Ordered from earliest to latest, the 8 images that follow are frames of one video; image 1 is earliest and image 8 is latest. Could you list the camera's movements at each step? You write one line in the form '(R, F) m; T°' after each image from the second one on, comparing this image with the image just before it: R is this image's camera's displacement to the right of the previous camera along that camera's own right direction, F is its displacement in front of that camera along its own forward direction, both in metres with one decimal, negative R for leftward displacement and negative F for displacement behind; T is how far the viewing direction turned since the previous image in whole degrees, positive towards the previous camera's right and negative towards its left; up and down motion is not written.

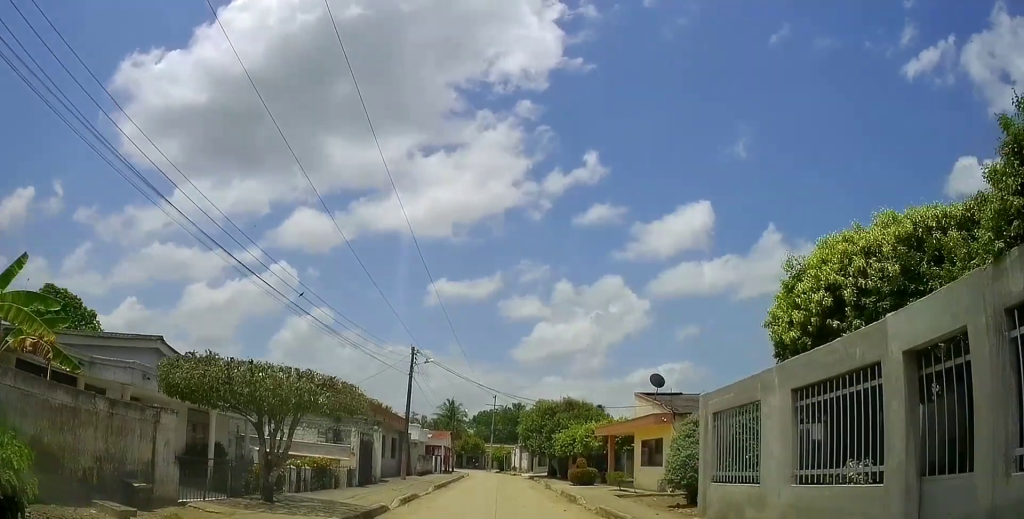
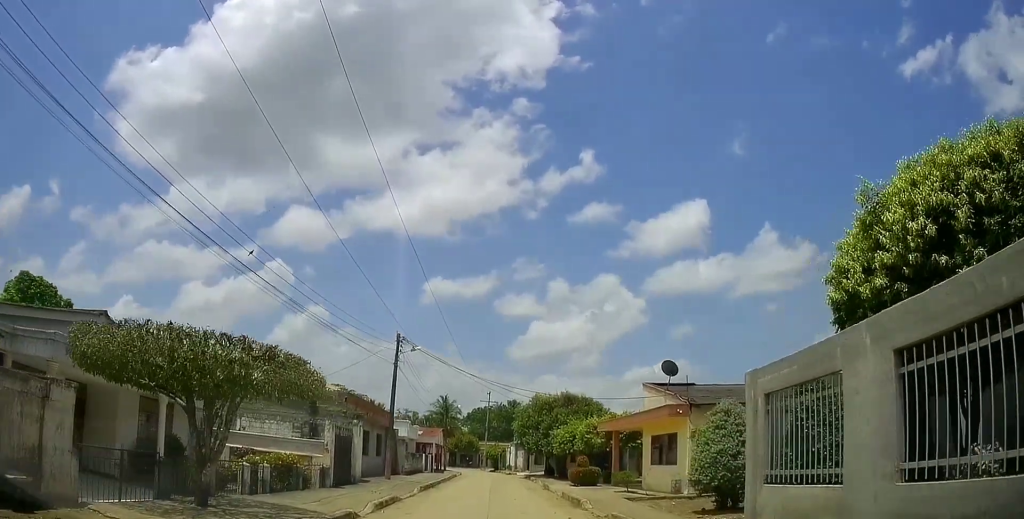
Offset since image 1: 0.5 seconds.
(0.0, +2.6) m; -3°
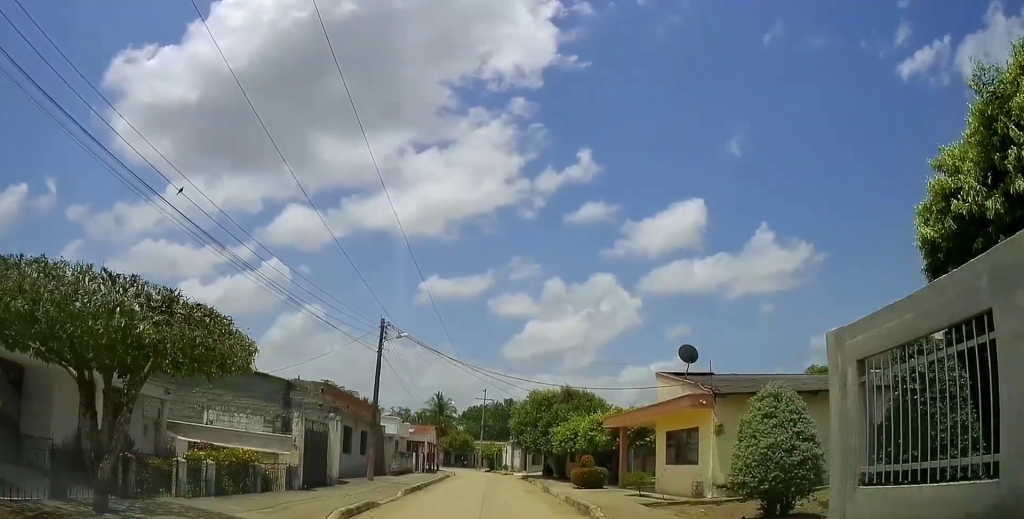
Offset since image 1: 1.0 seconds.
(-0.1, +2.7) m; 0°
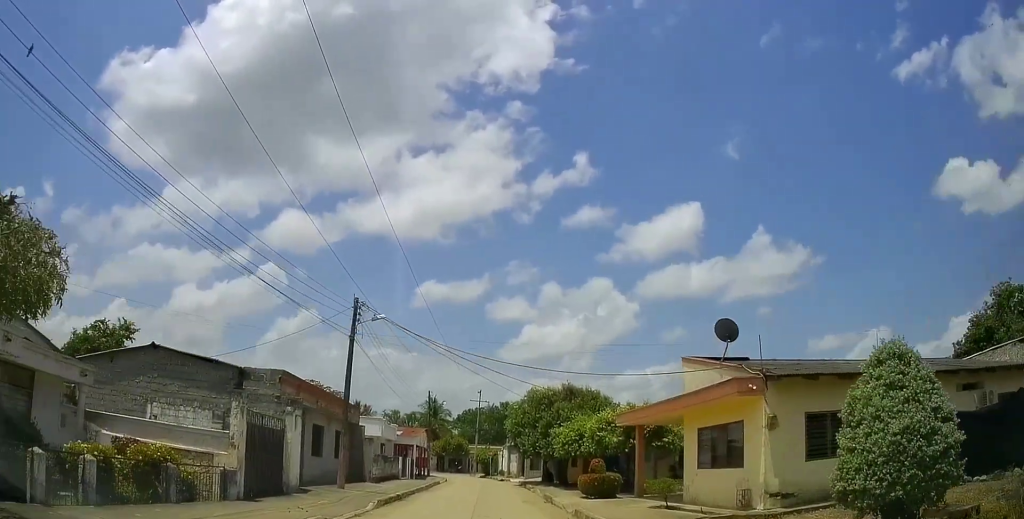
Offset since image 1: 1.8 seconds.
(-0.1, +3.8) m; -1°
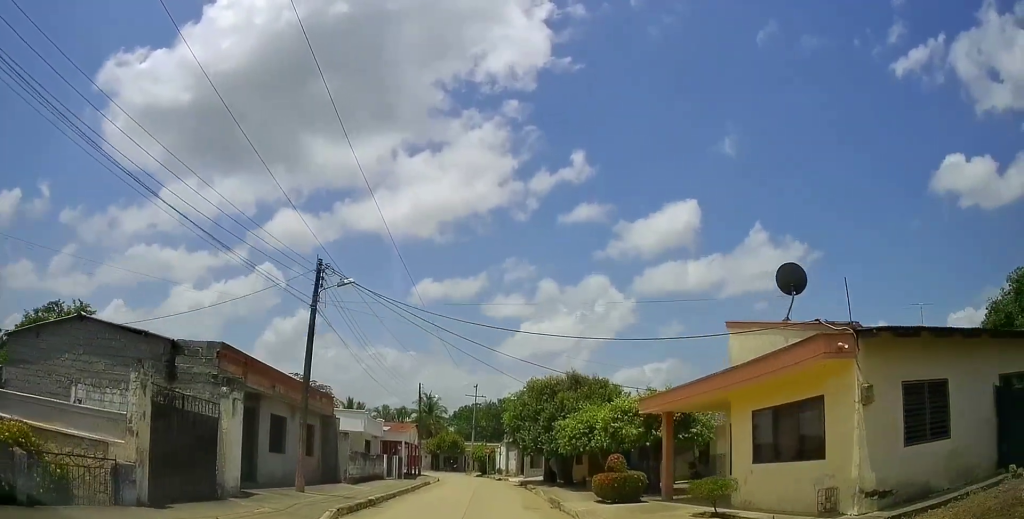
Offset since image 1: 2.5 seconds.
(+0.2, +3.8) m; -2°
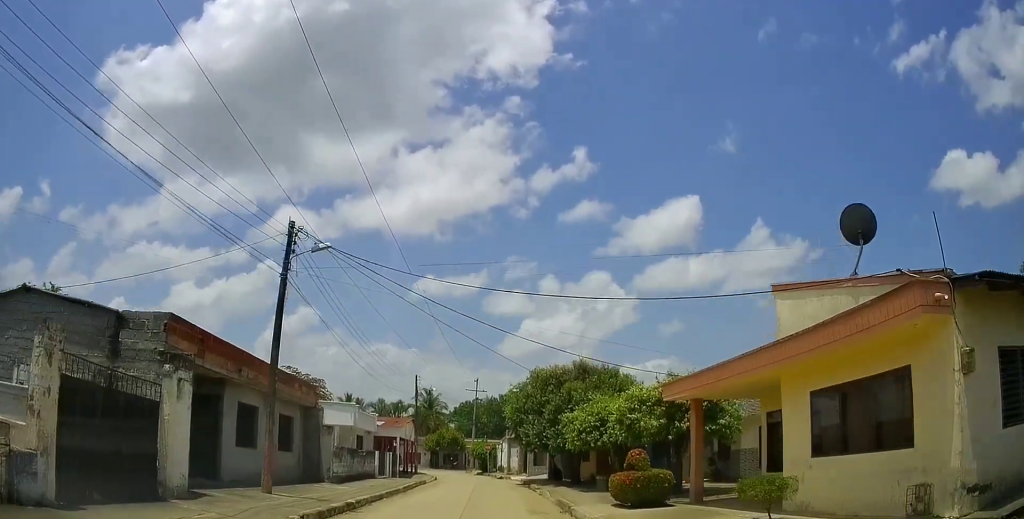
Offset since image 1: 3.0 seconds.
(-0.1, +2.5) m; +1°
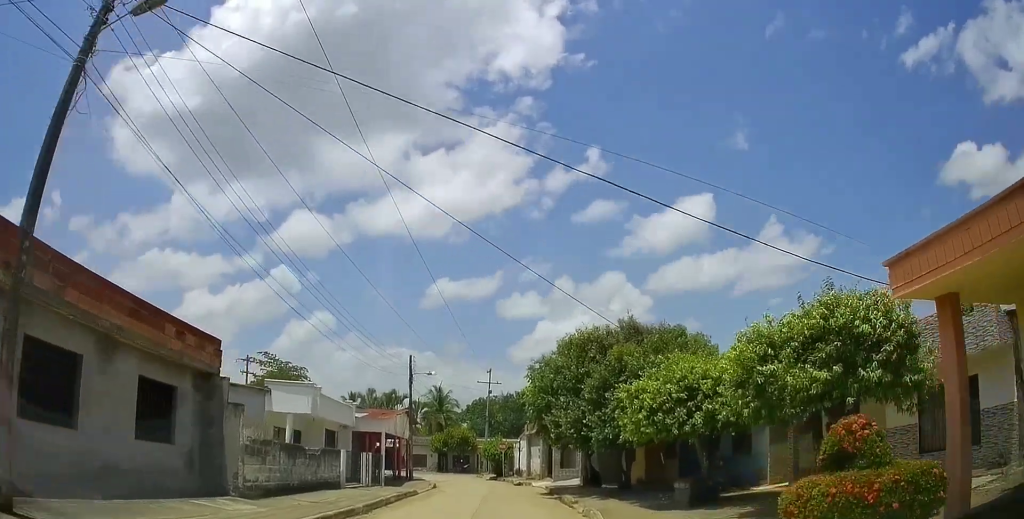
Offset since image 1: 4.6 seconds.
(+0.5, +8.7) m; +7°
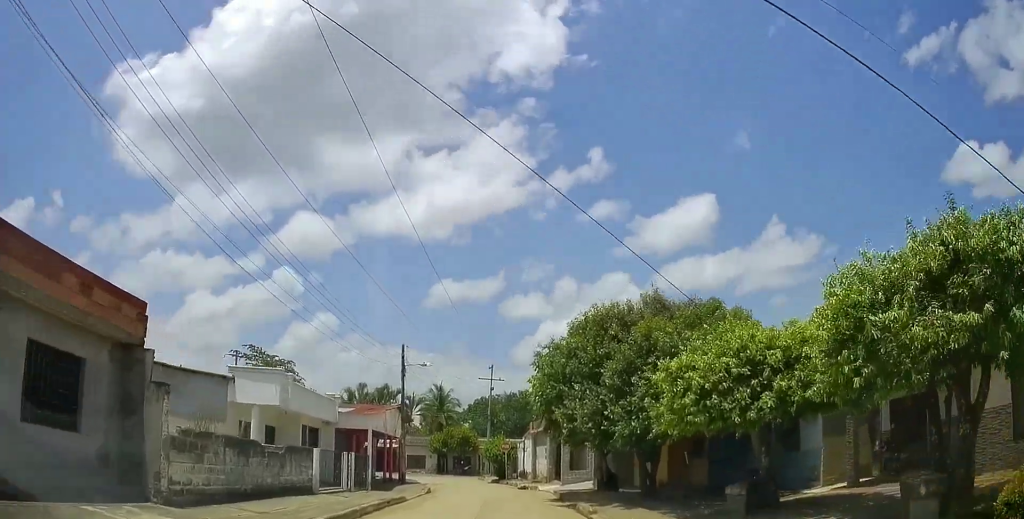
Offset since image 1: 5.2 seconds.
(-0.1, +3.4) m; -2°
